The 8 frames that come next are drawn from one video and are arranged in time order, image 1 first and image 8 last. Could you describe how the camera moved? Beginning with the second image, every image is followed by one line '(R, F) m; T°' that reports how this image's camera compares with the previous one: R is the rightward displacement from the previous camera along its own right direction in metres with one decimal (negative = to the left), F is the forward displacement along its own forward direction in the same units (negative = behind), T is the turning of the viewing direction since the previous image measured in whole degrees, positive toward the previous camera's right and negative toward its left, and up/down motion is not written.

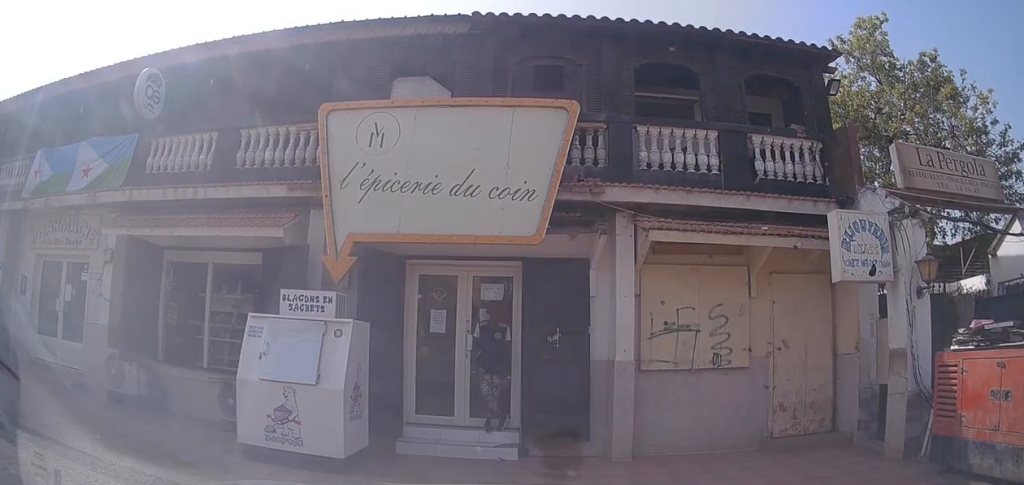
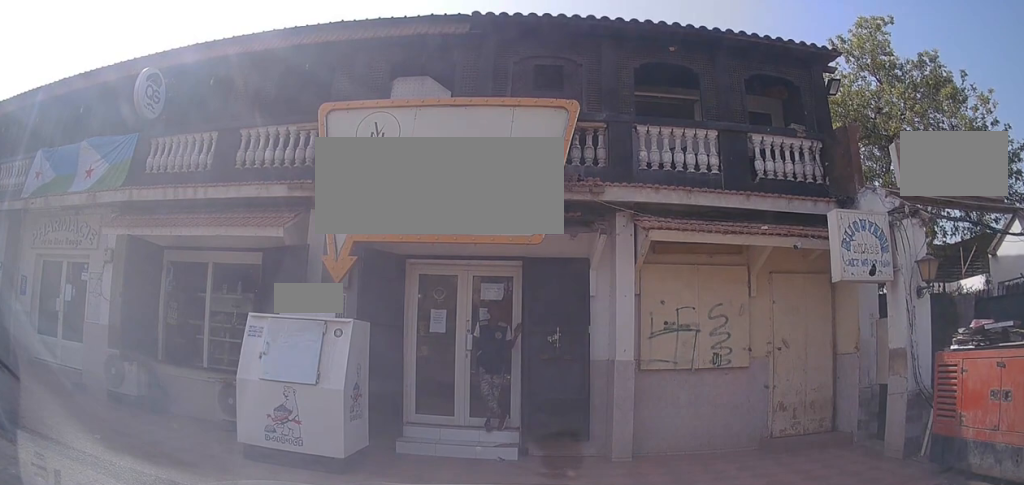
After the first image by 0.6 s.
(0.0, 0.0) m; 0°
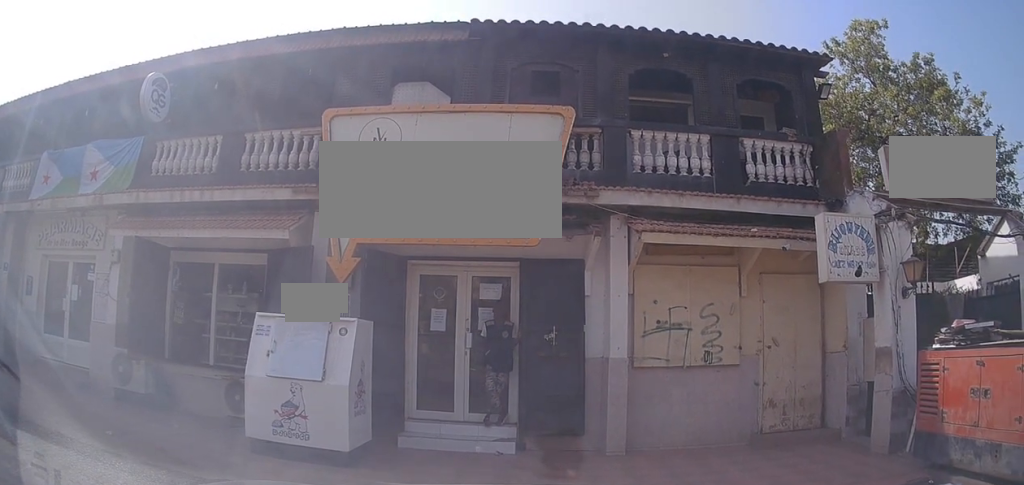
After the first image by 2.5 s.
(0.0, 0.0) m; 0°
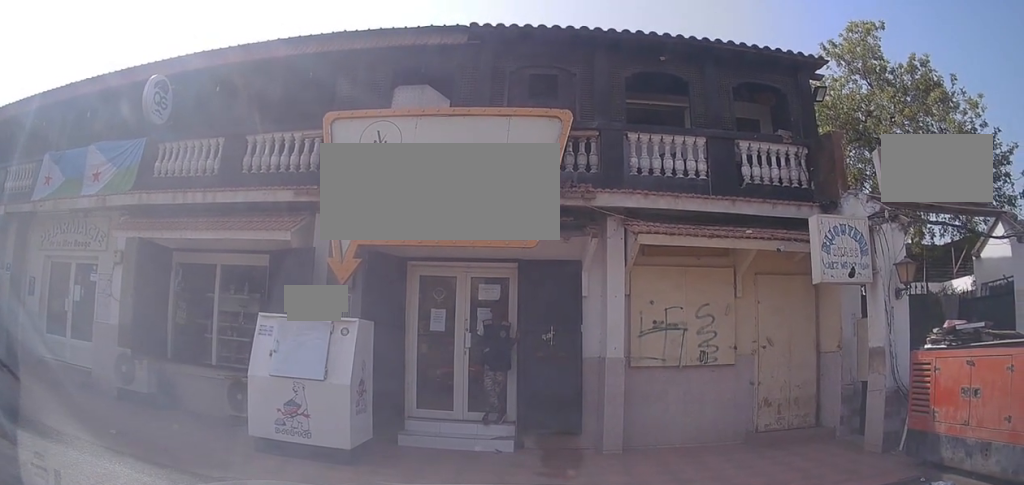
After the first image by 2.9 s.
(0.0, 0.0) m; 0°
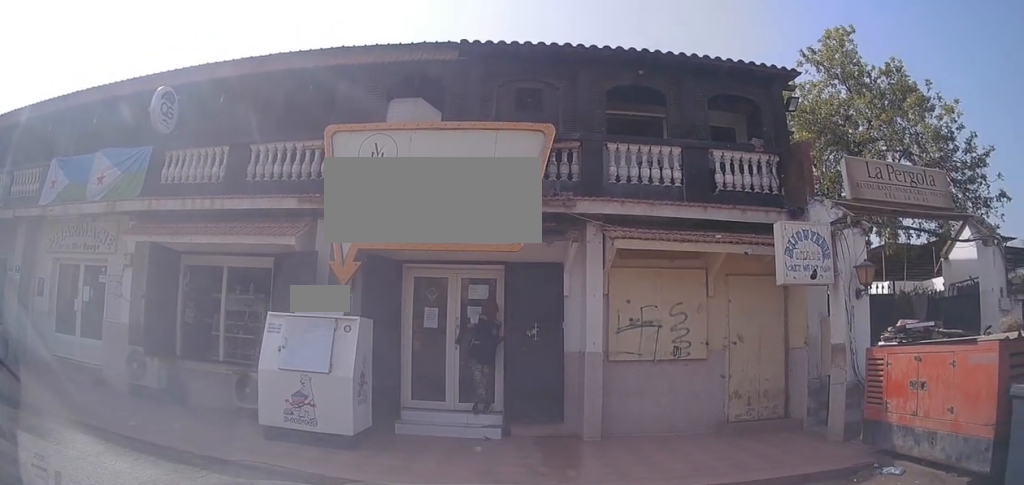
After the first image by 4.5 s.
(0.0, 0.0) m; 0°
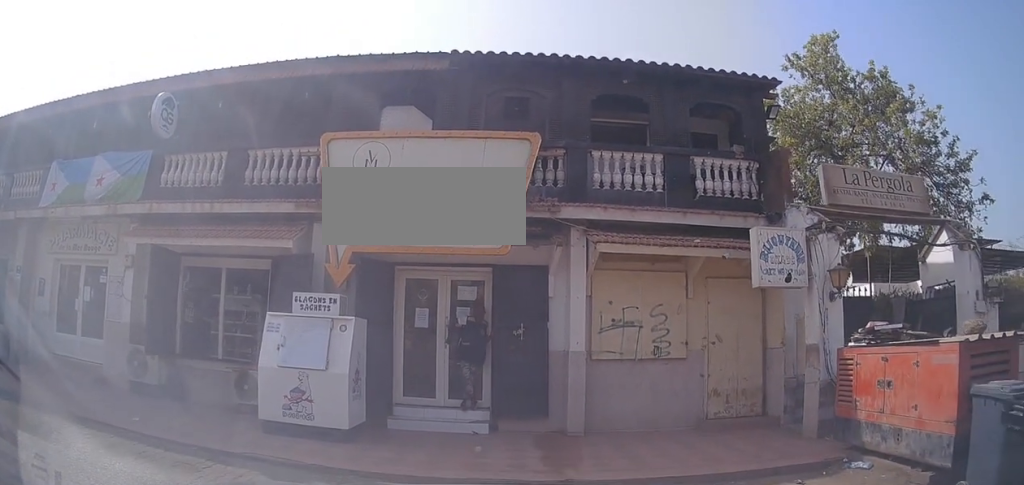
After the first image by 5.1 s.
(0.0, +0.1) m; 0°
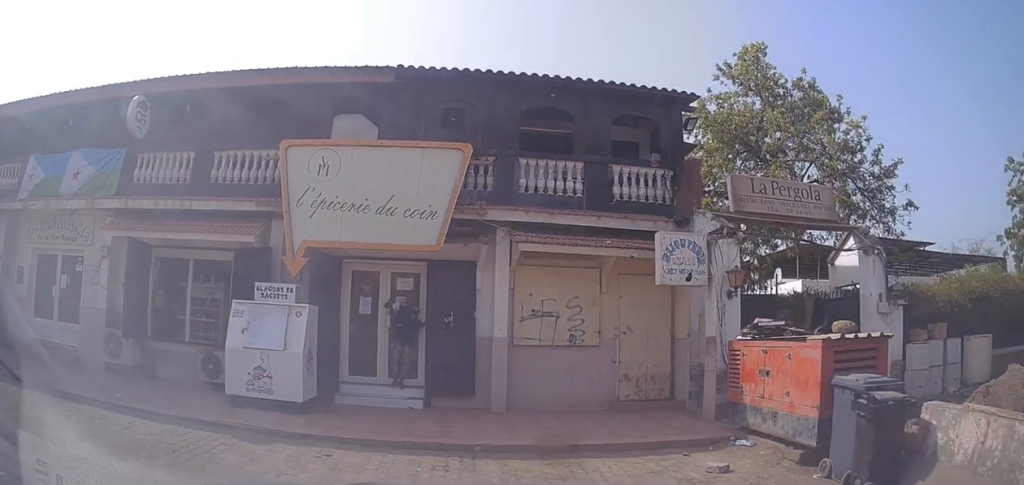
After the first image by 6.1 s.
(-0.1, +0.6) m; 0°
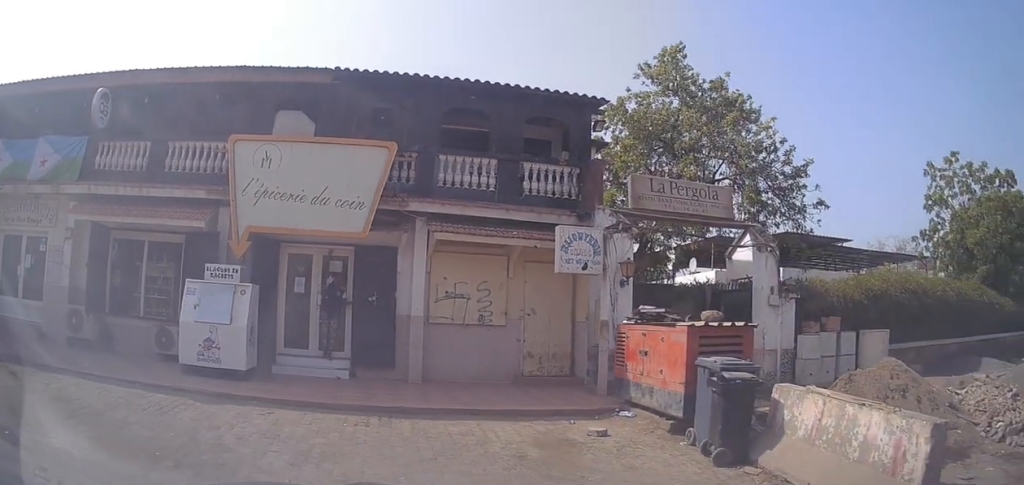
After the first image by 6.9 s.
(0.0, +0.9) m; 0°
